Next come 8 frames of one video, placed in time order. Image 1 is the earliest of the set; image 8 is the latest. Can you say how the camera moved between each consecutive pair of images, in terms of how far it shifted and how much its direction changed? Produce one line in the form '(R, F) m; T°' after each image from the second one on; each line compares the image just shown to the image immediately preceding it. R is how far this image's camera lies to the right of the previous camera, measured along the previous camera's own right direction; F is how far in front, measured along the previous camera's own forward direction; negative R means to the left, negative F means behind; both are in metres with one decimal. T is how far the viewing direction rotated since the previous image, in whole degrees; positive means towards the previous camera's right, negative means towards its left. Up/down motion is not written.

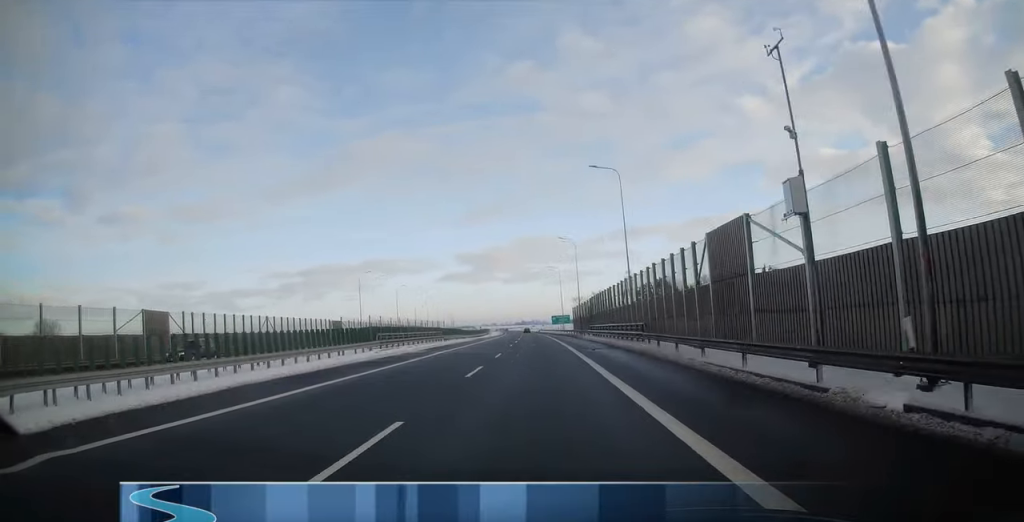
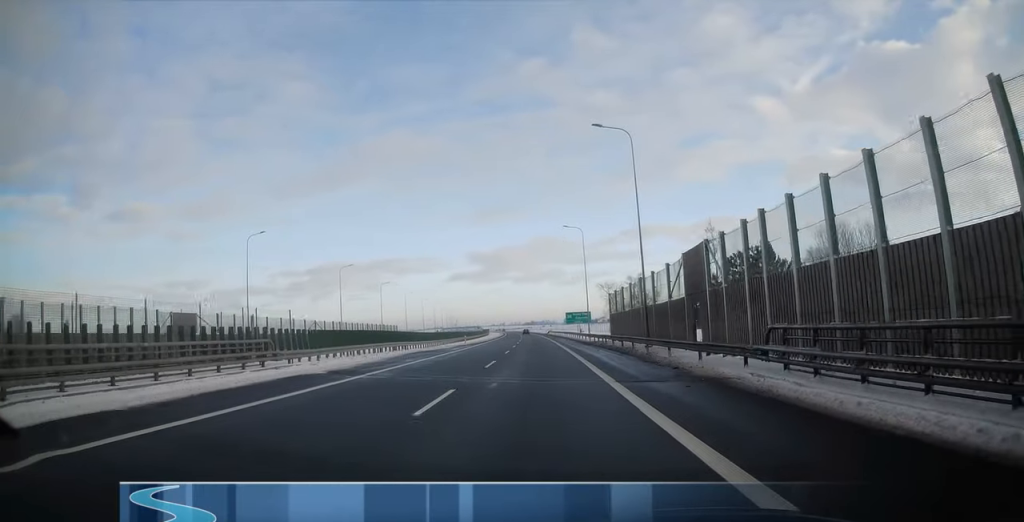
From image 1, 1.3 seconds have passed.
(0.0, +43.3) m; 0°
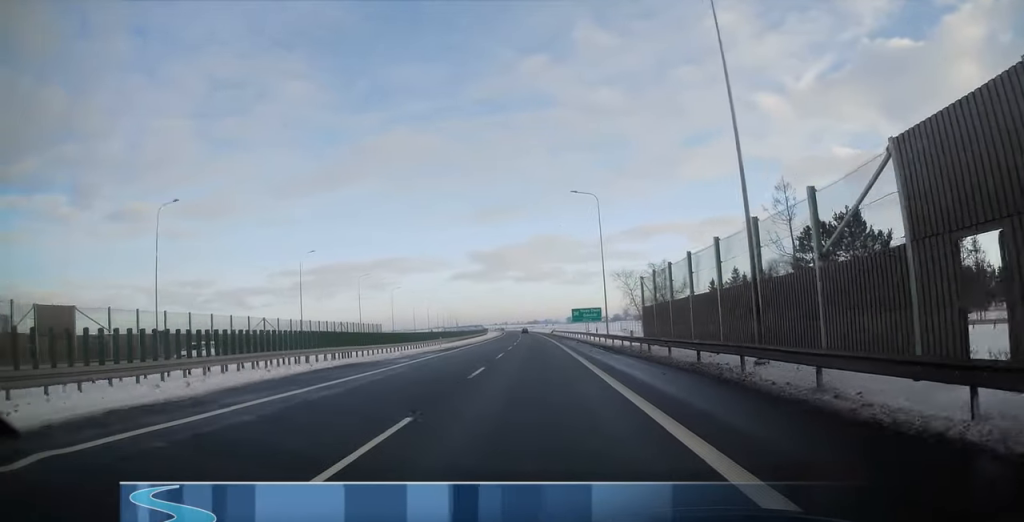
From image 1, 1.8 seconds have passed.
(0.0, +16.4) m; 0°
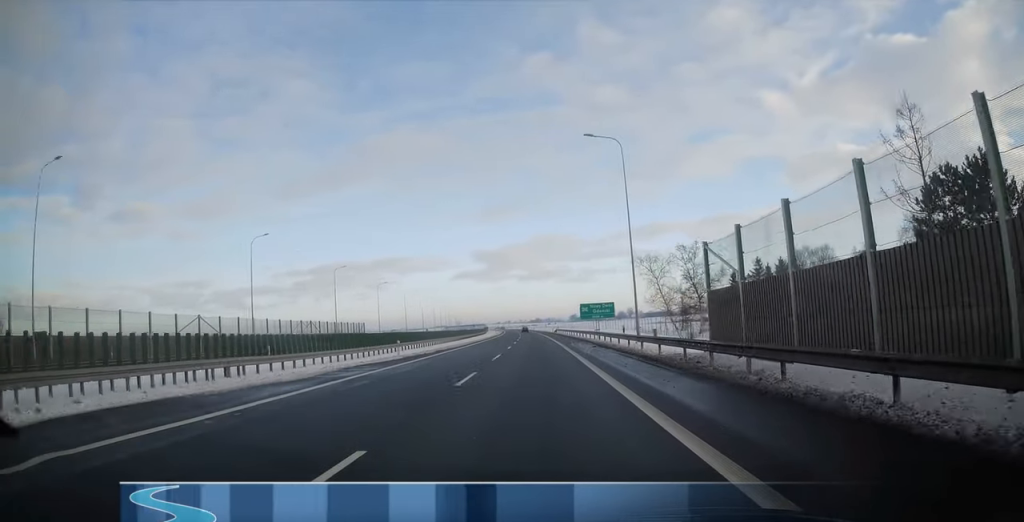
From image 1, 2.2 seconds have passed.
(0.0, +14.2) m; 0°
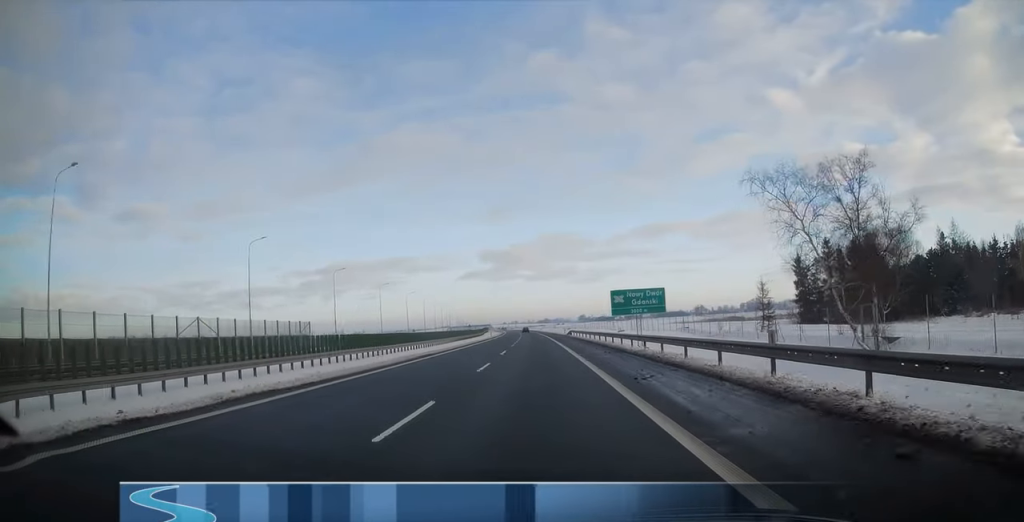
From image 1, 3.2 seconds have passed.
(0.0, +30.7) m; -1°
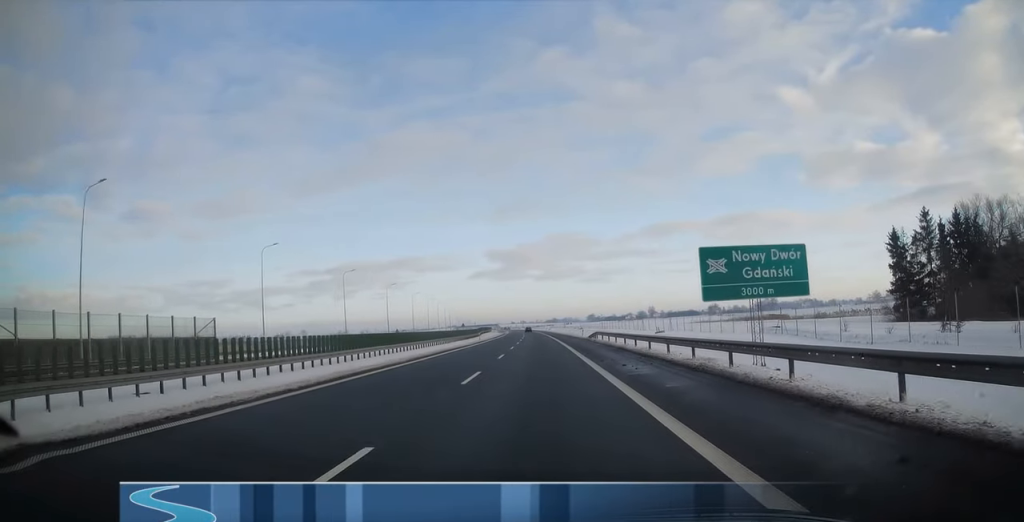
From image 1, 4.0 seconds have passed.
(0.0, +28.1) m; -2°
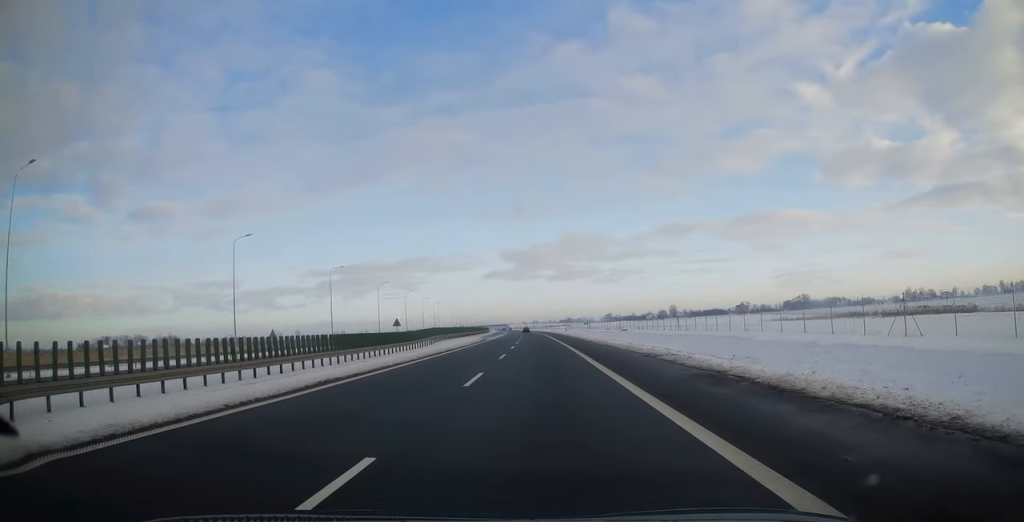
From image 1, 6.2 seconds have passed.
(-1.8, +71.9) m; -2°
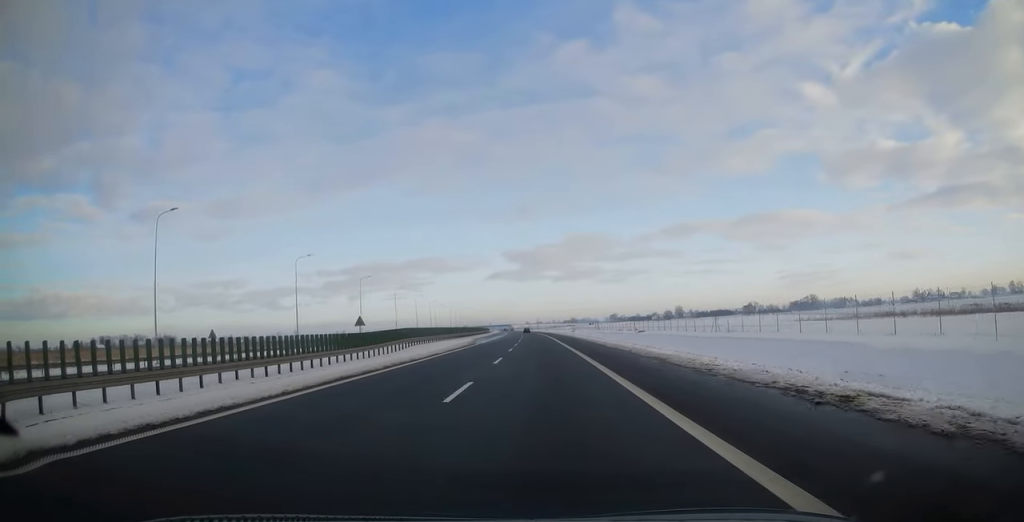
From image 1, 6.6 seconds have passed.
(-0.2, +14.9) m; -1°
